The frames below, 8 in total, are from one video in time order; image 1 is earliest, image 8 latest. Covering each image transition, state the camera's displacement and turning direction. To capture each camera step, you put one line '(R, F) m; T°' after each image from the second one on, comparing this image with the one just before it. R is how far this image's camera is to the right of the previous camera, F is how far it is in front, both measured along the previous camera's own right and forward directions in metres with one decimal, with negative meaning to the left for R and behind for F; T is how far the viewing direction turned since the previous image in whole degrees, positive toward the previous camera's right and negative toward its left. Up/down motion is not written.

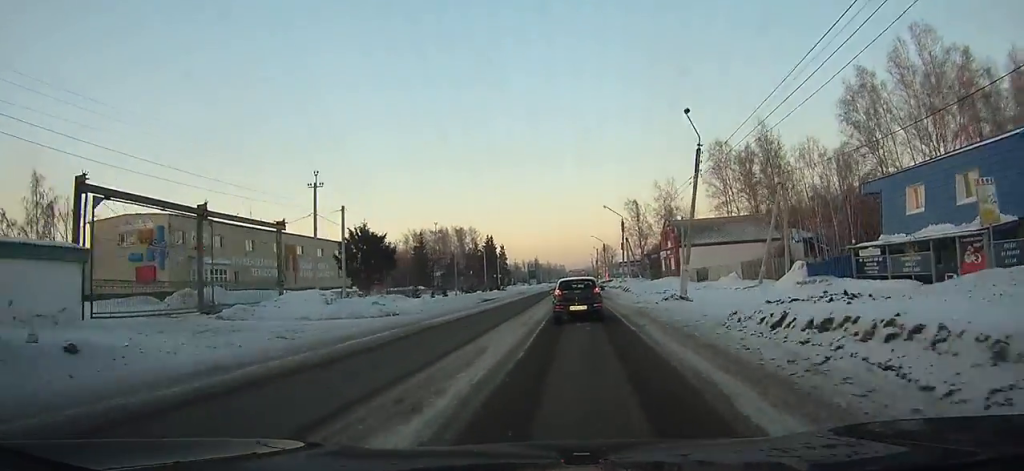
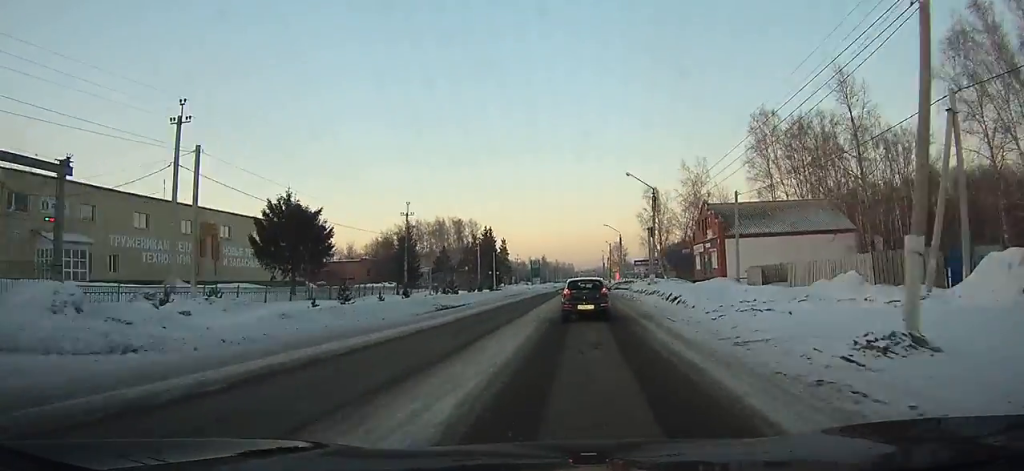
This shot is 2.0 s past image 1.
(-0.1, +18.4) m; 0°
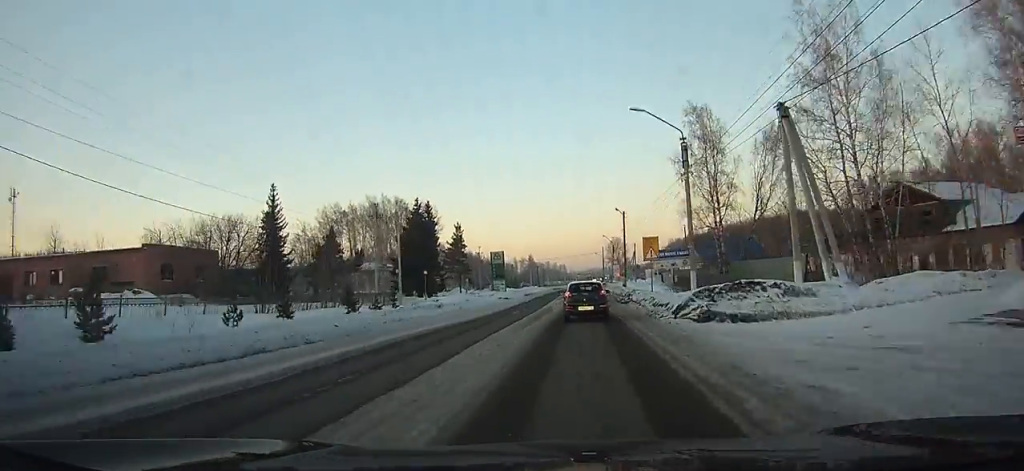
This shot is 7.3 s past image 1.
(-0.3, +51.2) m; 0°
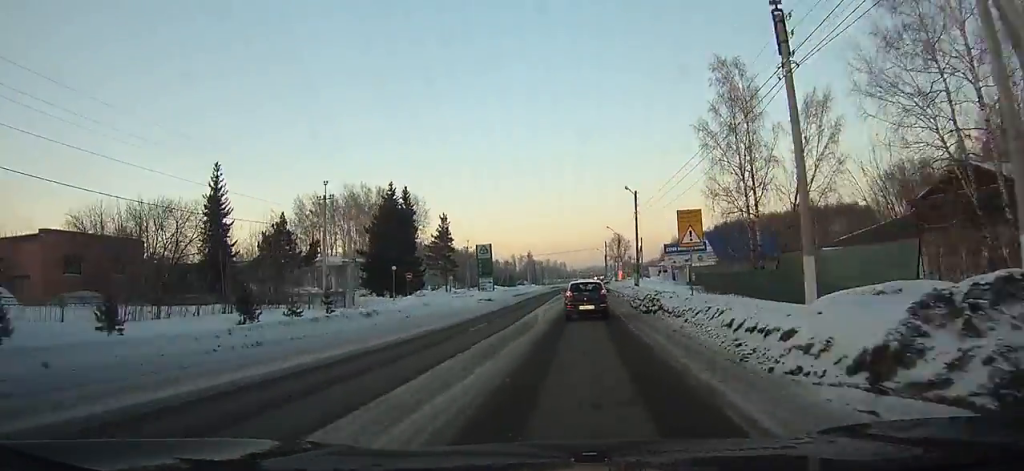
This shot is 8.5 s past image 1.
(+0.1, +12.2) m; 0°
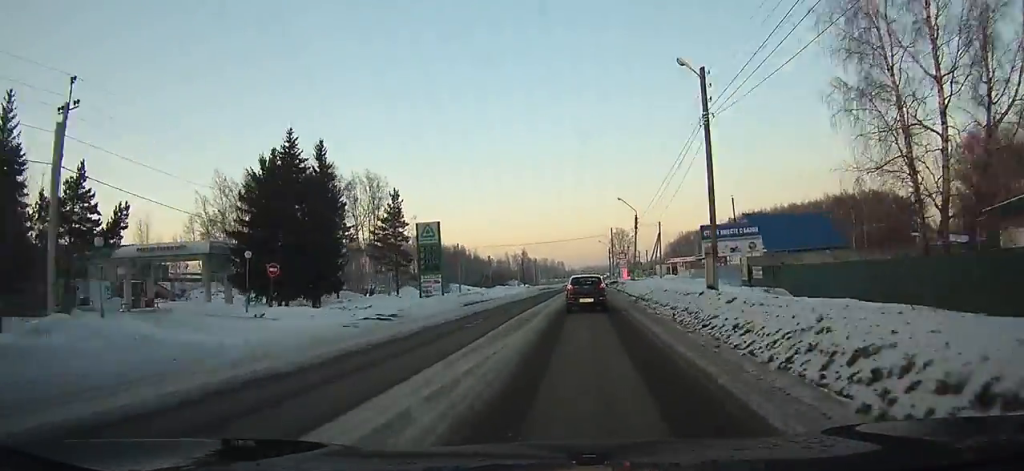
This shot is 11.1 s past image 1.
(+0.2, +26.9) m; +1°
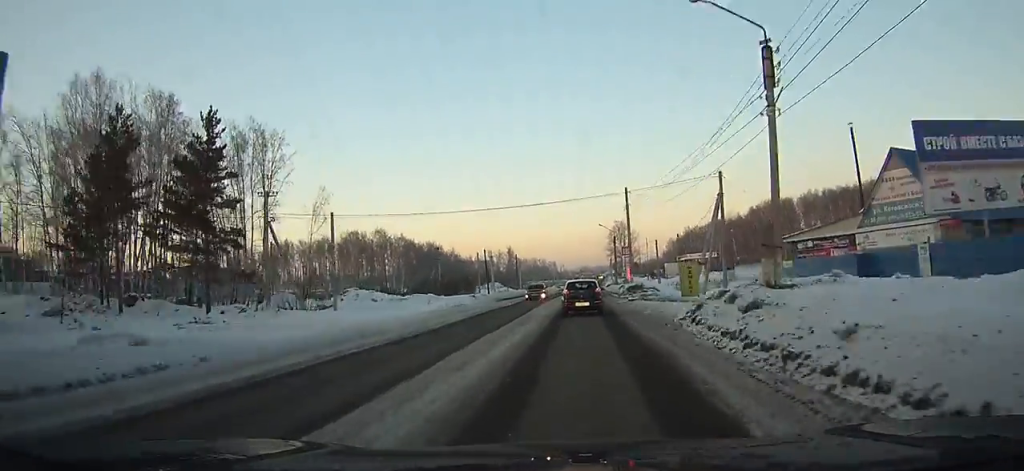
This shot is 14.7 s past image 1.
(+0.2, +38.5) m; 0°
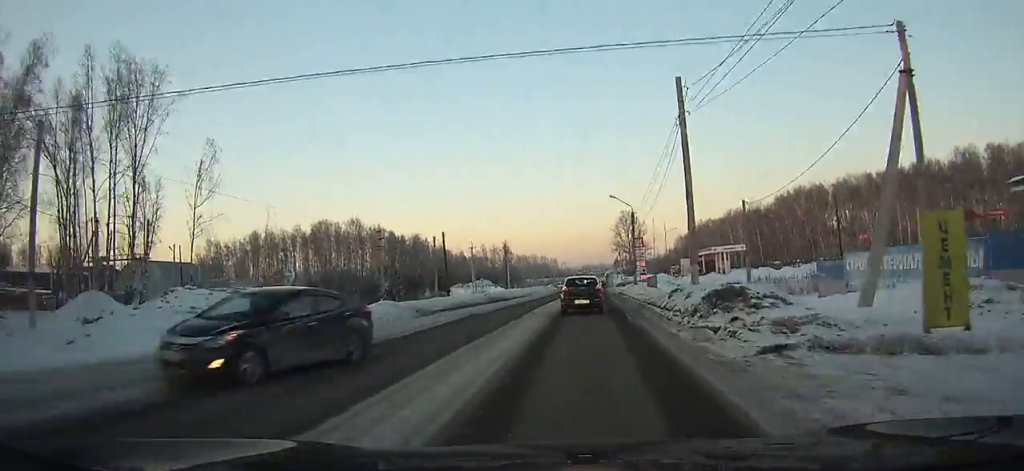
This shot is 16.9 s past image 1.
(0.0, +24.0) m; 0°
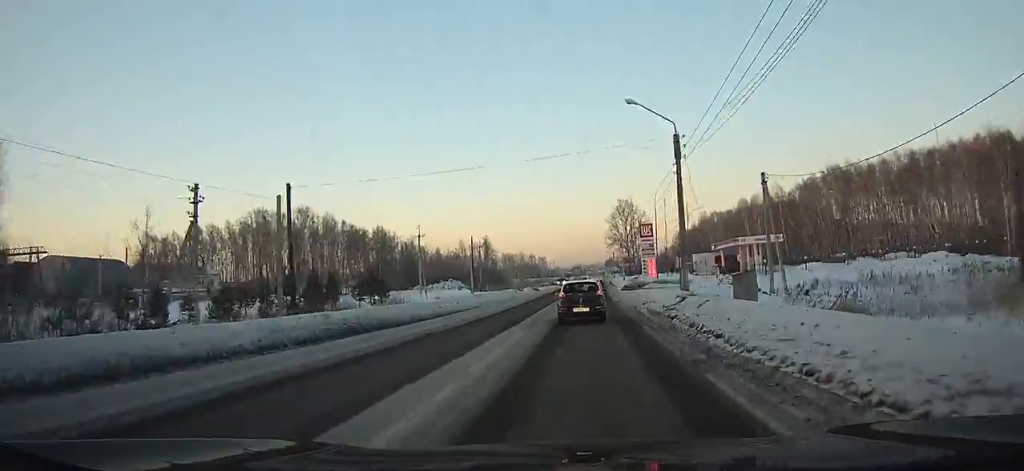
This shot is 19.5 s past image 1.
(+0.1, +28.4) m; +1°
